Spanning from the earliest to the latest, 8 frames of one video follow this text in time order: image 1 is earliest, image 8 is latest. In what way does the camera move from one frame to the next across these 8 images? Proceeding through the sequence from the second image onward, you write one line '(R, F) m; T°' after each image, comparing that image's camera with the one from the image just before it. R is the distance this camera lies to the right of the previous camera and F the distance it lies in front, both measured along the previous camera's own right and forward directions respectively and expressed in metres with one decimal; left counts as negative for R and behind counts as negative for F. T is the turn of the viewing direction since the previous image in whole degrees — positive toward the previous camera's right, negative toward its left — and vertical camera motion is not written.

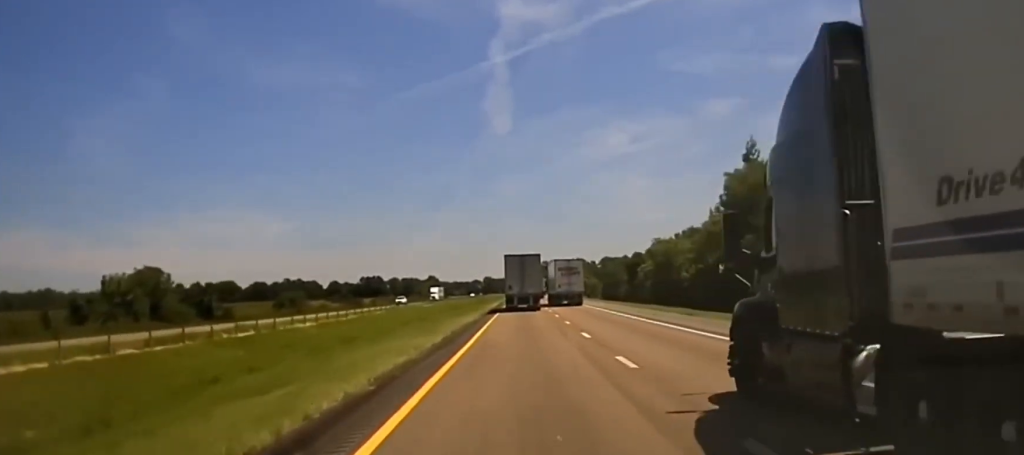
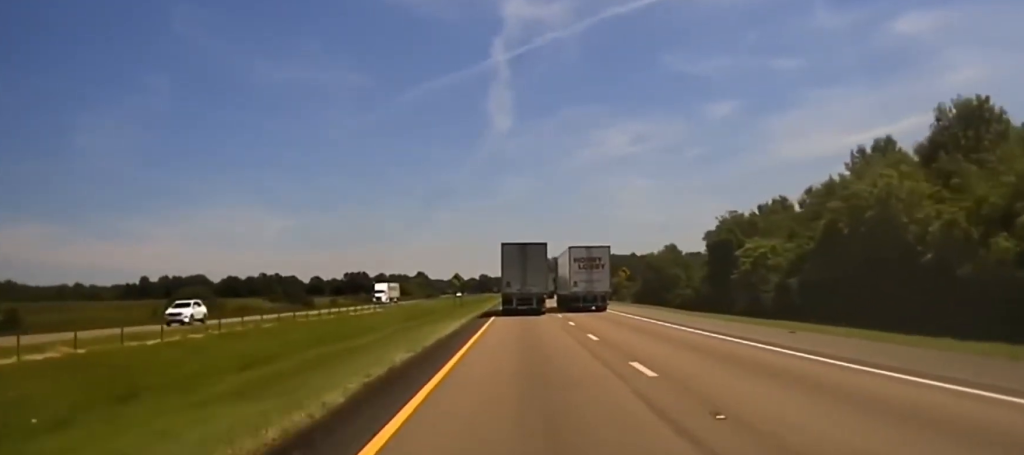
(-0.2, +60.9) m; 0°
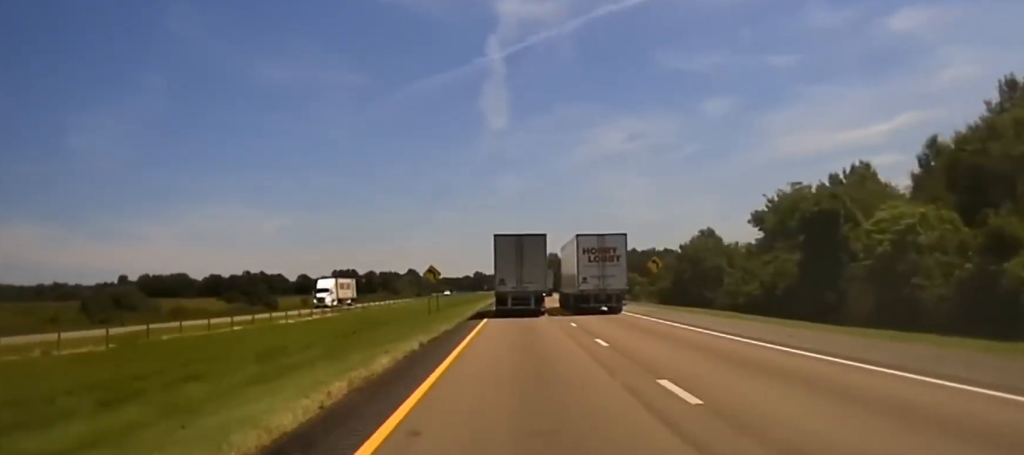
(+0.2, +27.2) m; 0°
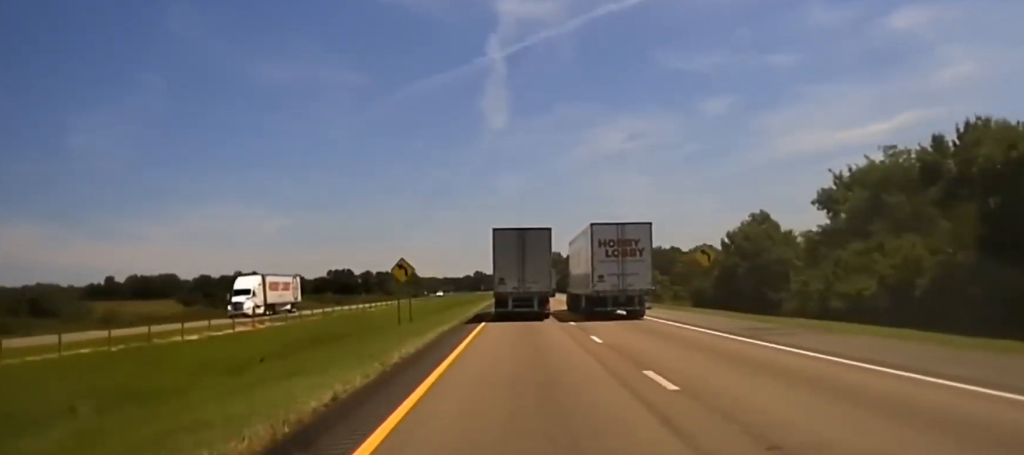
(0.0, +21.7) m; 0°
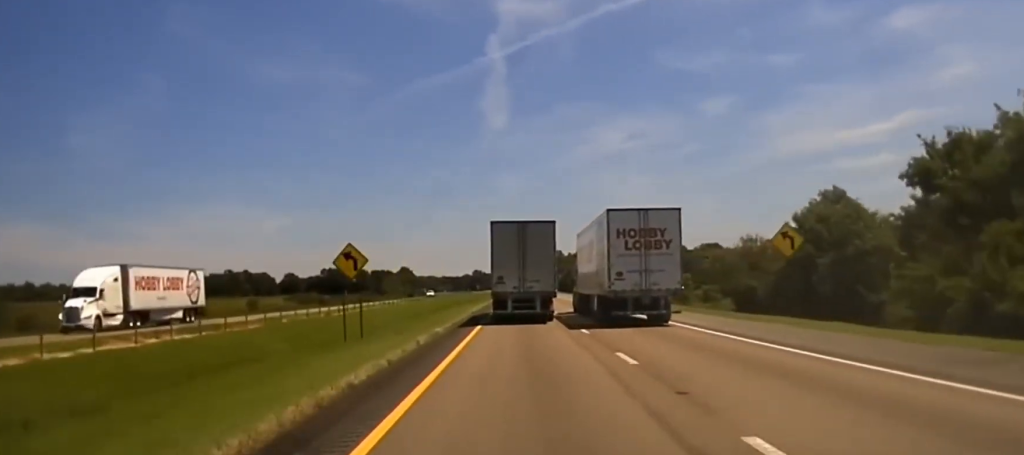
(0.0, +18.7) m; 0°
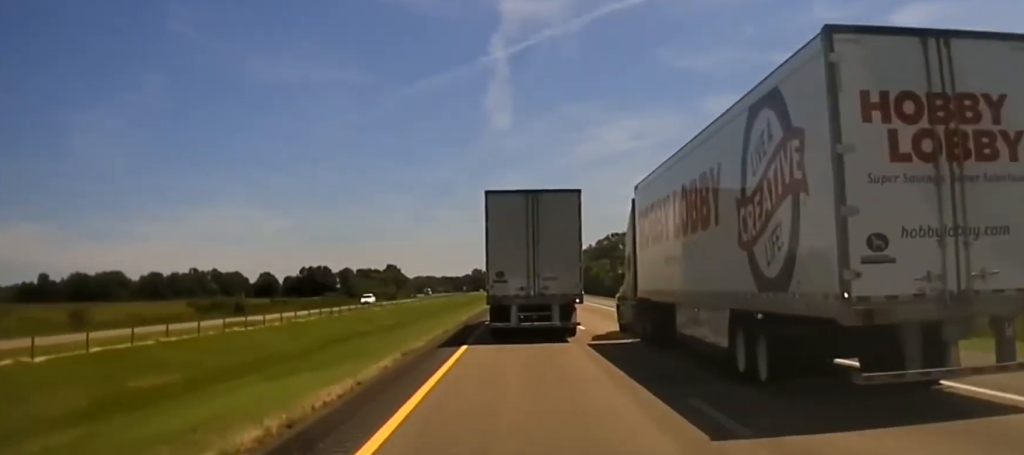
(-0.2, +66.3) m; 0°
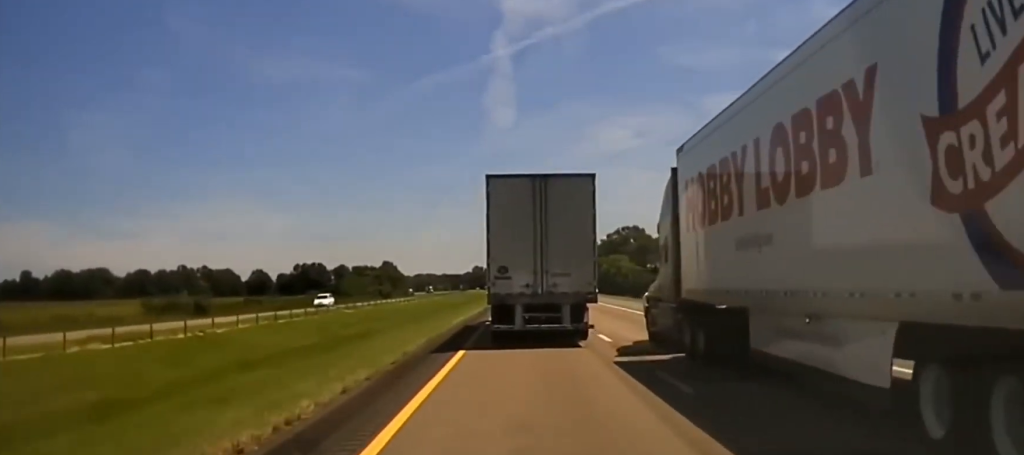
(-0.1, +19.7) m; 0°
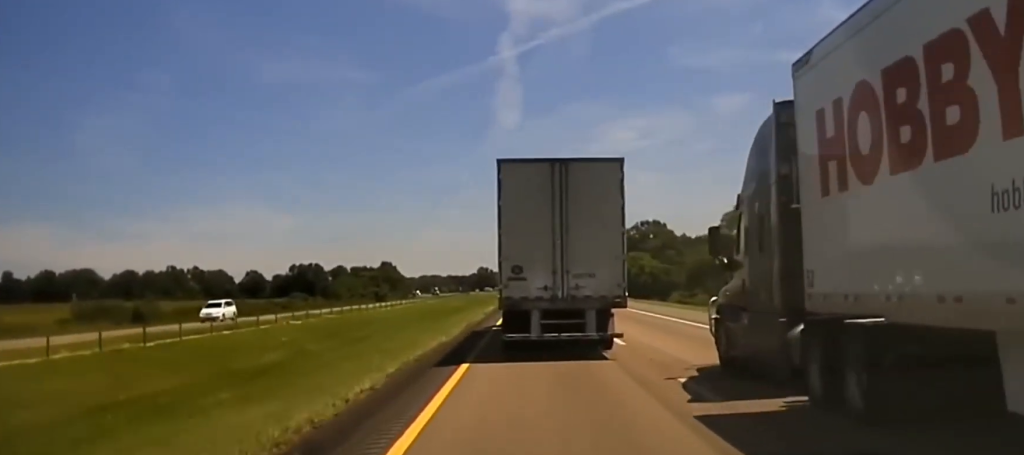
(0.0, +23.9) m; 0°
